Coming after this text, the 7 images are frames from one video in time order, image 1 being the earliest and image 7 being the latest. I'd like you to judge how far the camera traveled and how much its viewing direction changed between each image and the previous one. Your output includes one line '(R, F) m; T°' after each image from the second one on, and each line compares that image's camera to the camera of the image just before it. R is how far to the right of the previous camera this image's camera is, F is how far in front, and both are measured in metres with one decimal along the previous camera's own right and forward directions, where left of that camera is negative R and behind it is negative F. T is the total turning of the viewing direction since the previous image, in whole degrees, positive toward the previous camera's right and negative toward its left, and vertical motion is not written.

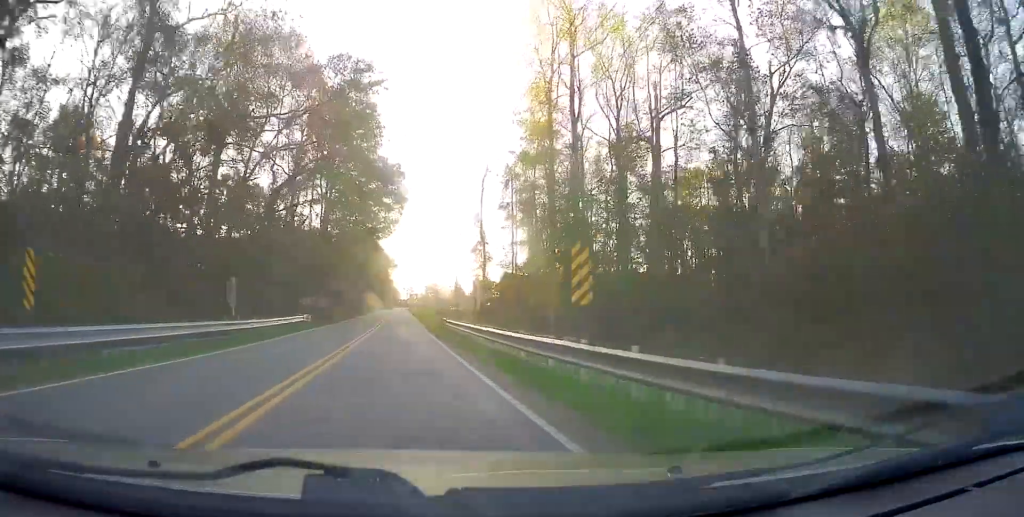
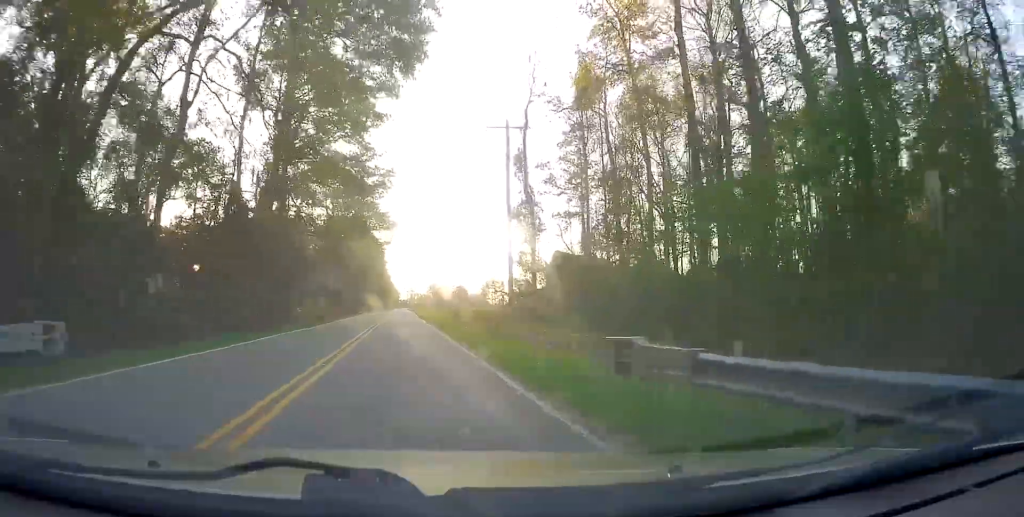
(+0.1, +27.7) m; 0°
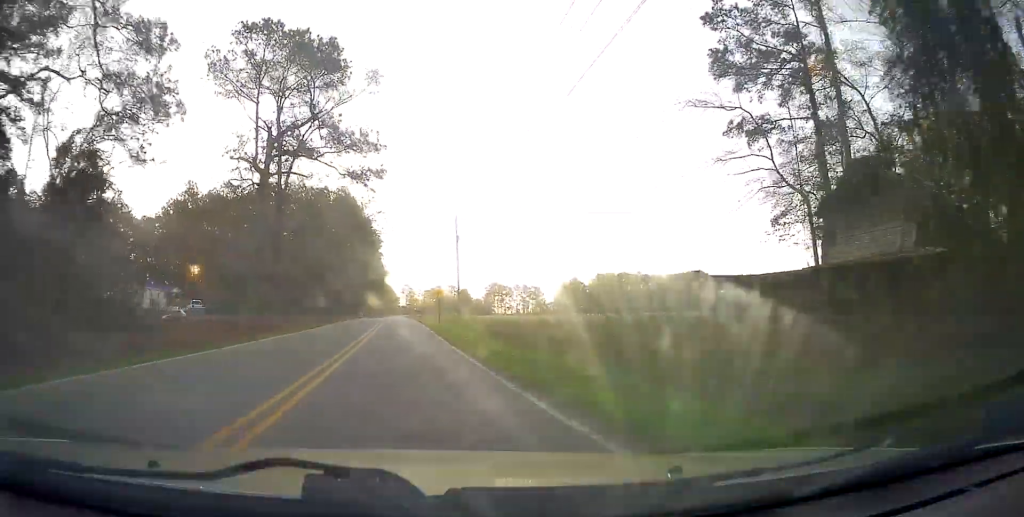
(-0.7, +40.0) m; -1°
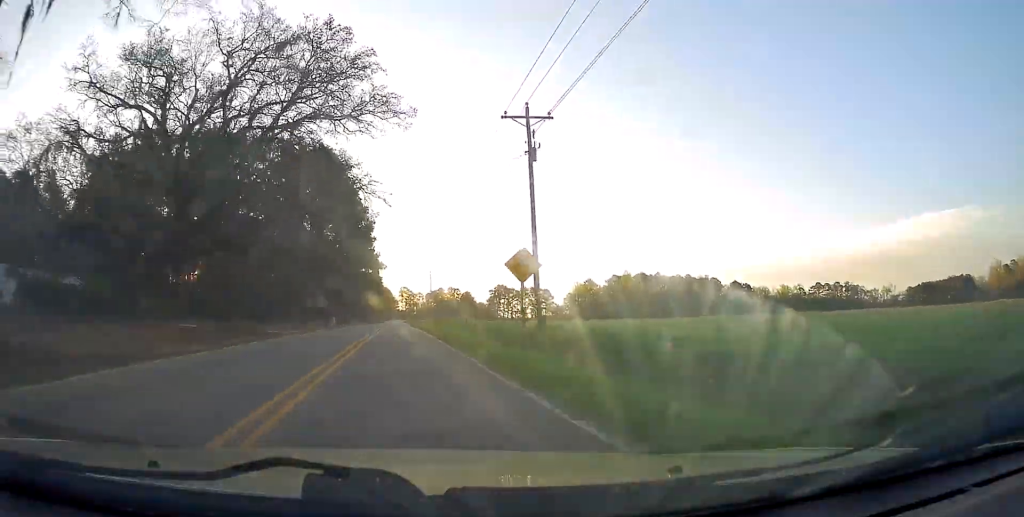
(+0.2, +32.3) m; +1°
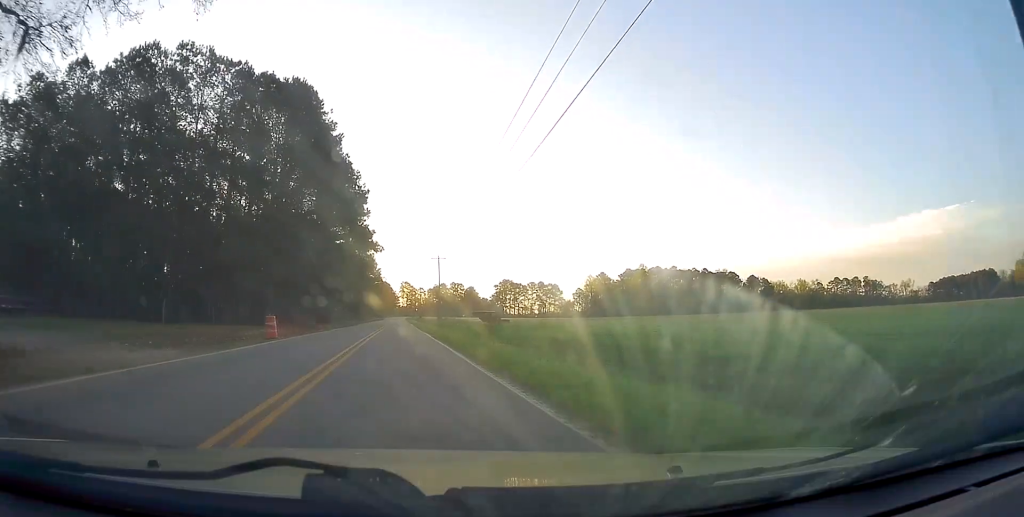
(0.0, +22.5) m; +1°
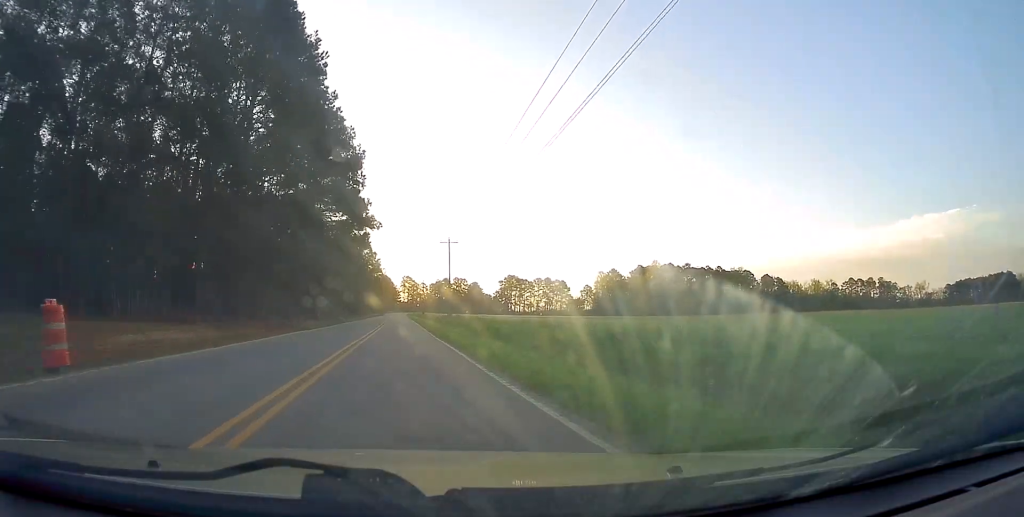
(+0.3, +16.7) m; +1°
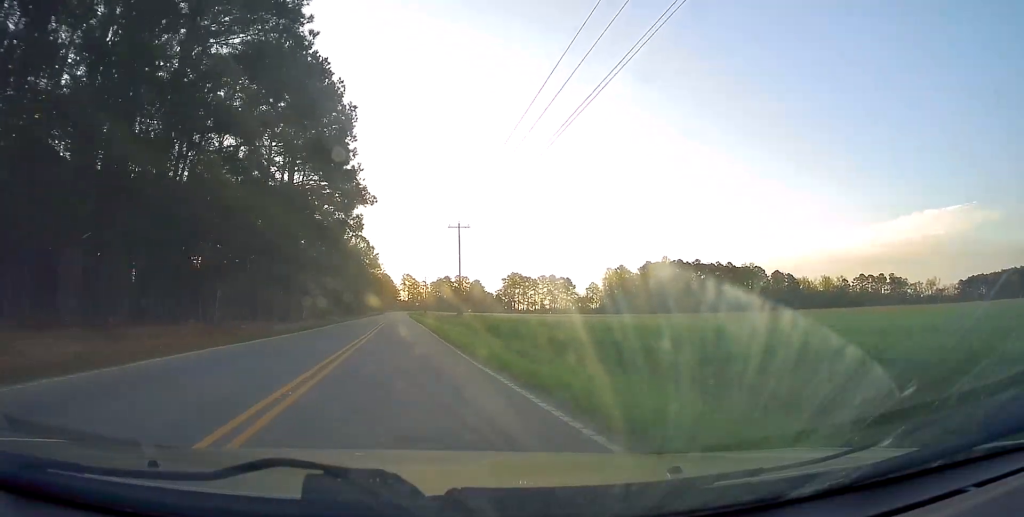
(+0.1, +13.1) m; 0°
